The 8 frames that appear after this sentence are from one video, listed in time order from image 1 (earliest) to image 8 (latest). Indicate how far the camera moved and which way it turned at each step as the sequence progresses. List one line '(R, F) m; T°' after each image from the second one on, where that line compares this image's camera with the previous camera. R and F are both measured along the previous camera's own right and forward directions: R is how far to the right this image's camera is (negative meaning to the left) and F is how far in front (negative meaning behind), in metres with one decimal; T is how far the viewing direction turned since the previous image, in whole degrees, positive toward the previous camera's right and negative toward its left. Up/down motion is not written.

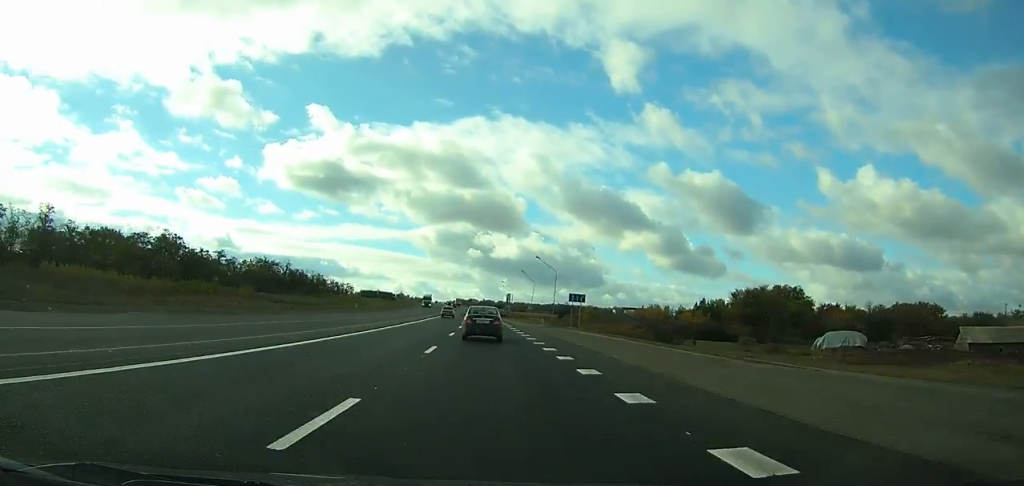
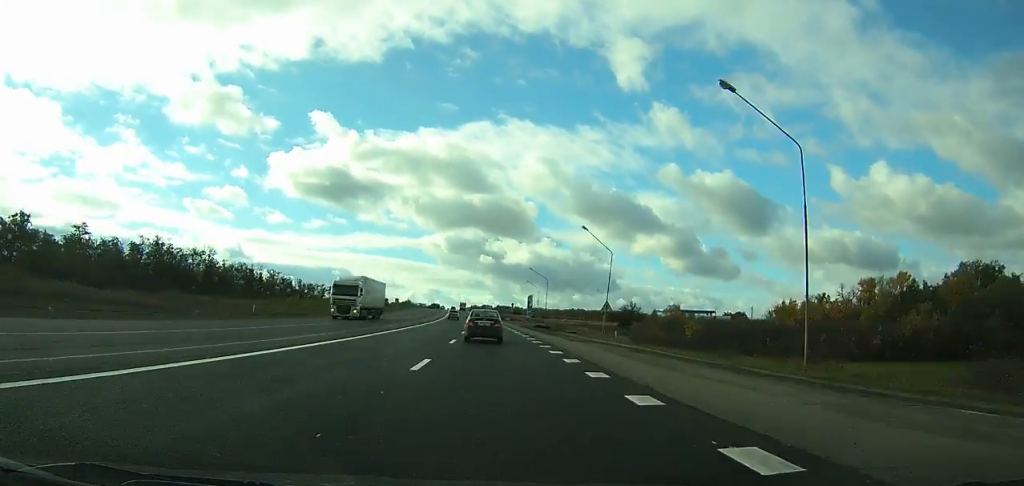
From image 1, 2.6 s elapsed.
(-1.3, +64.4) m; -2°
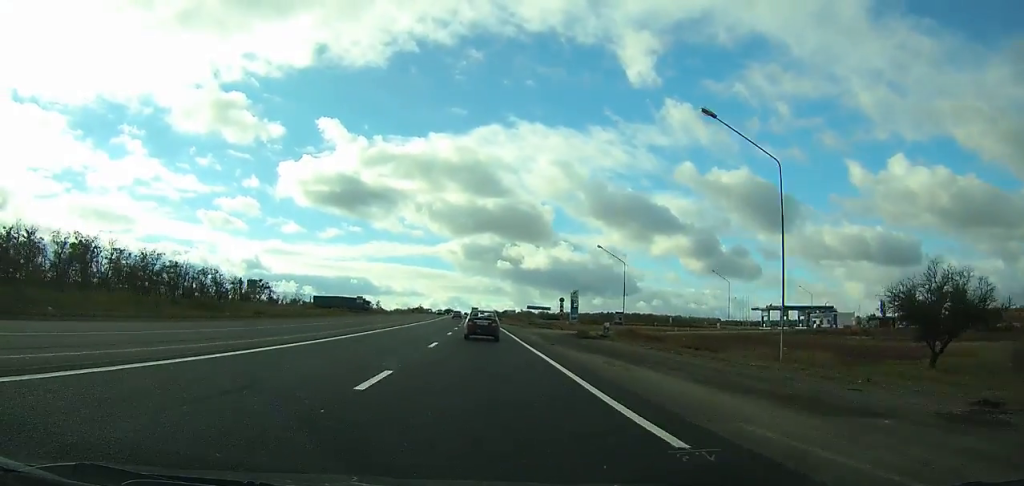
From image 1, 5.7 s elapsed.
(-1.5, +76.2) m; -2°
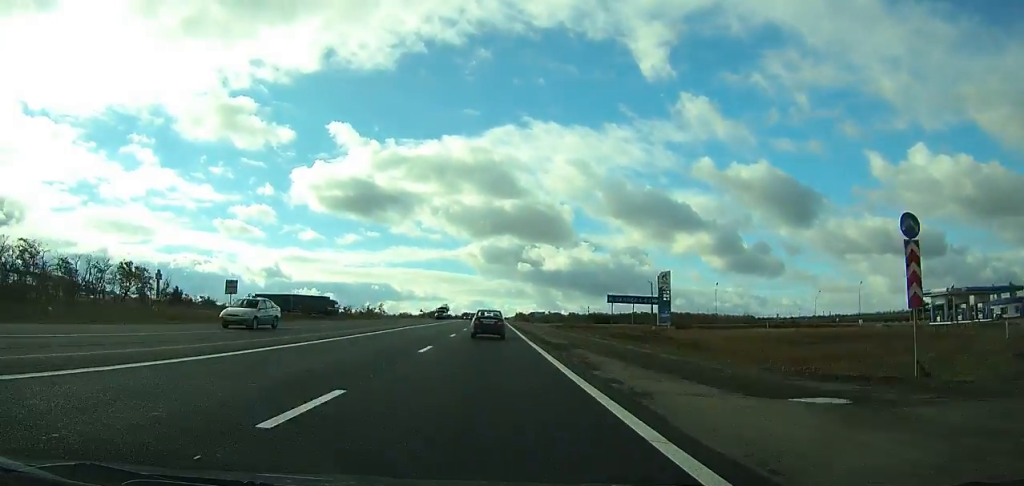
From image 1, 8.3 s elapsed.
(-1.0, +63.7) m; -1°
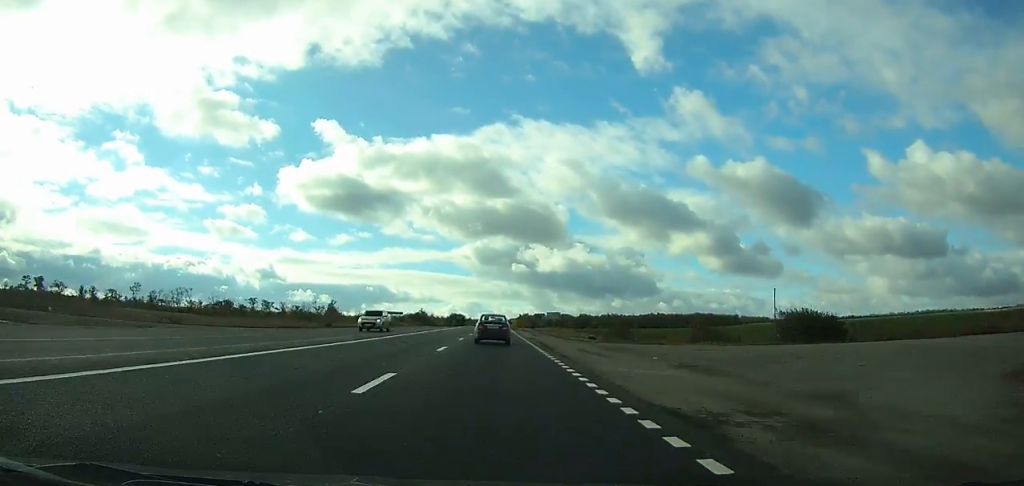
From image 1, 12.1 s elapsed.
(-0.7, +93.0) m; 0°
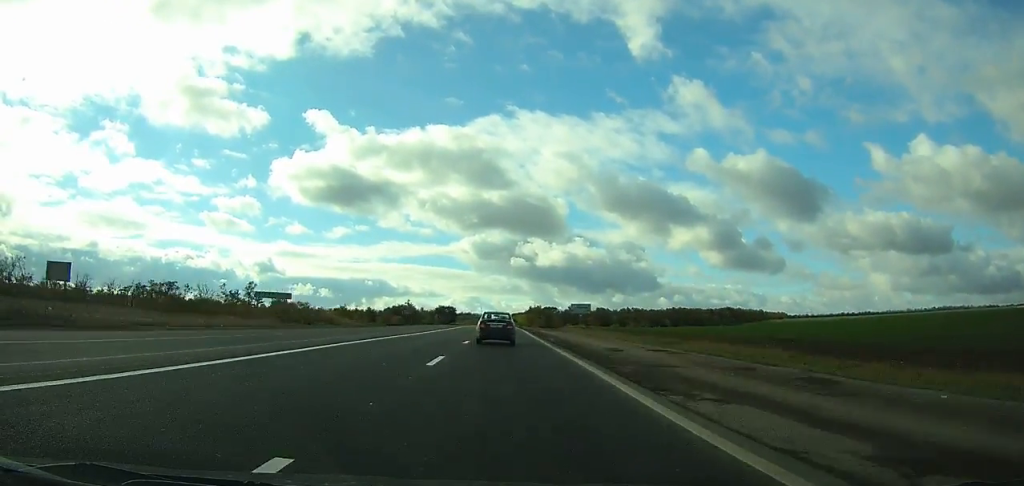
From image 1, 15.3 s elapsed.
(+0.2, +78.1) m; +1°
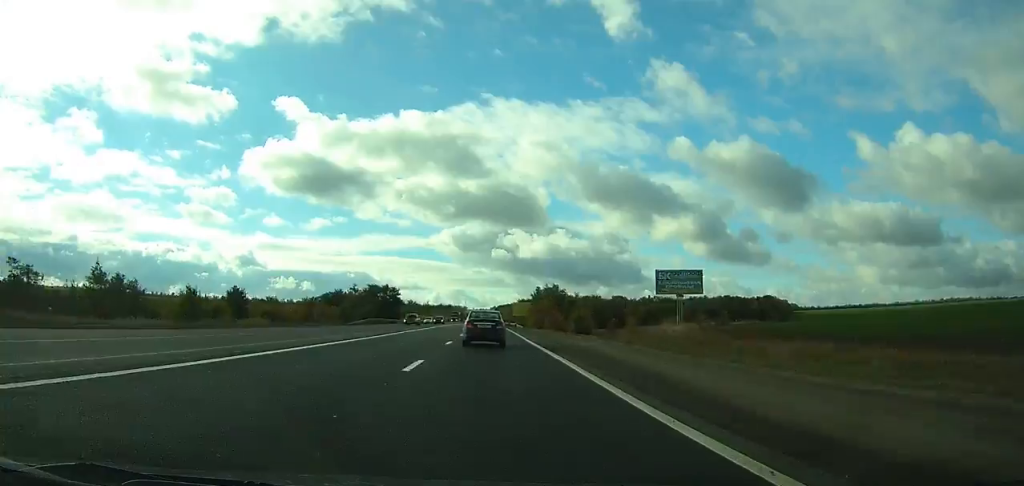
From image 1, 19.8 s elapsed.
(+0.8, +107.7) m; +1°
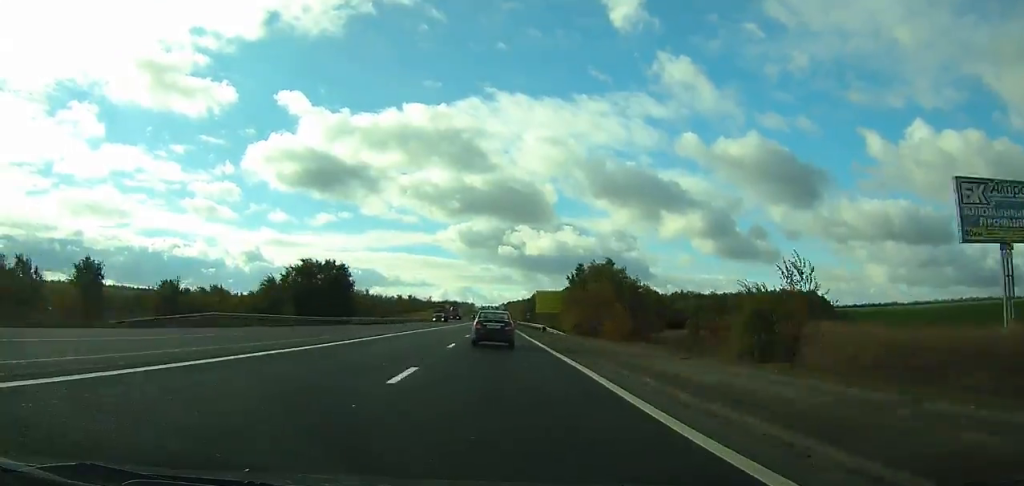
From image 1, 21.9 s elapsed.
(+0.1, +49.0) m; 0°
